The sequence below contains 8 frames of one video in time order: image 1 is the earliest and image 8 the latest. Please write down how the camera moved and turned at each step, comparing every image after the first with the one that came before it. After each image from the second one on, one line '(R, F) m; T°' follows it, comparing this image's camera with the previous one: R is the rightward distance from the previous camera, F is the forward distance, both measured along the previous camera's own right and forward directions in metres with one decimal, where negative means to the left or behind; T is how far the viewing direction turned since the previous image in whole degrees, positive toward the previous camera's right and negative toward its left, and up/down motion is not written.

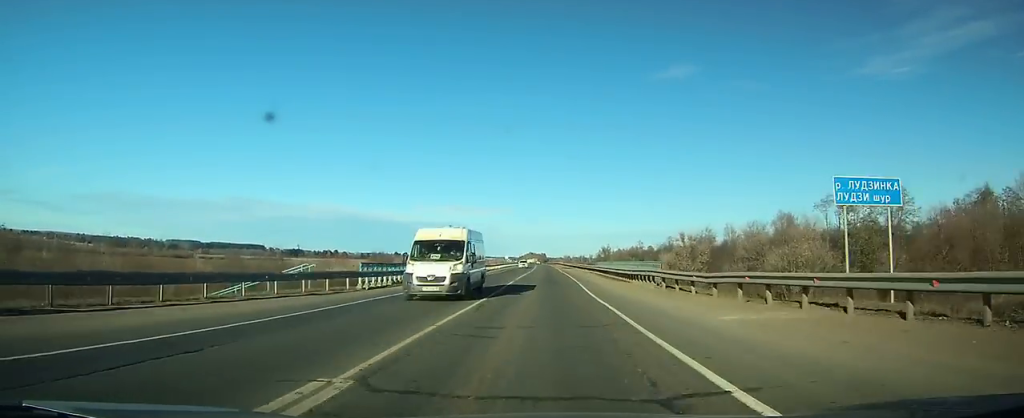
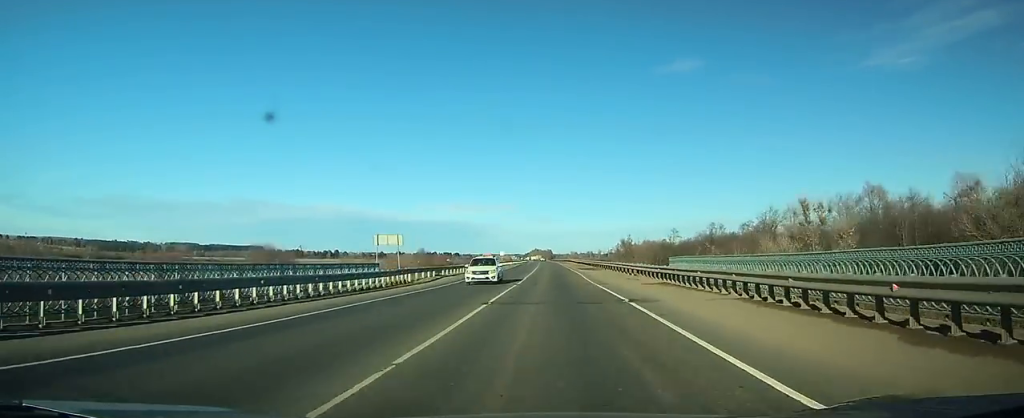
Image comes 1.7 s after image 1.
(0.0, +40.3) m; 0°
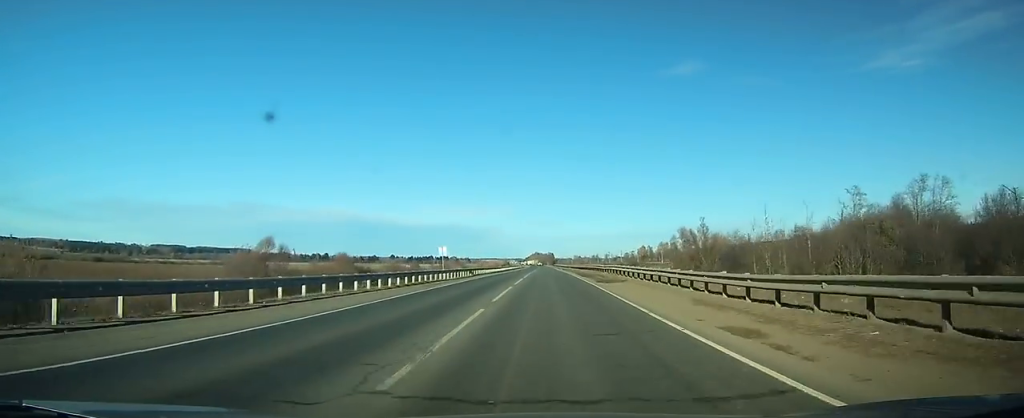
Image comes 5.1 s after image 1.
(-0.3, +79.3) m; -1°
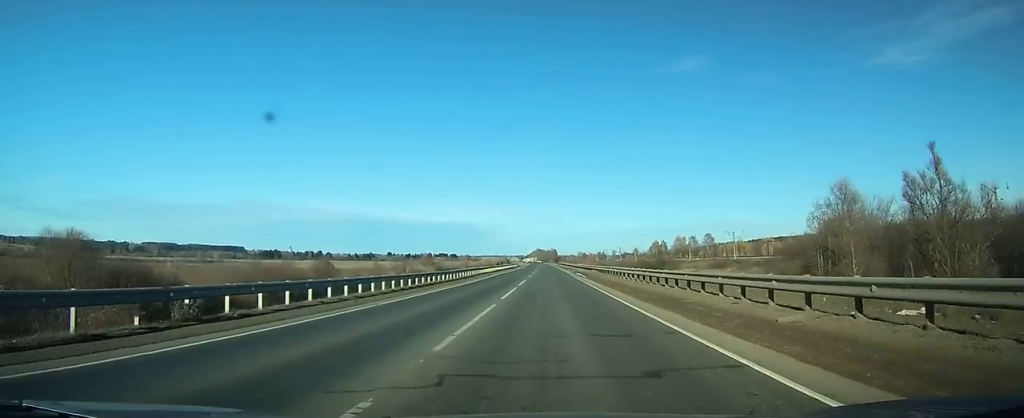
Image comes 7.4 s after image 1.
(-0.3, +56.9) m; 0°
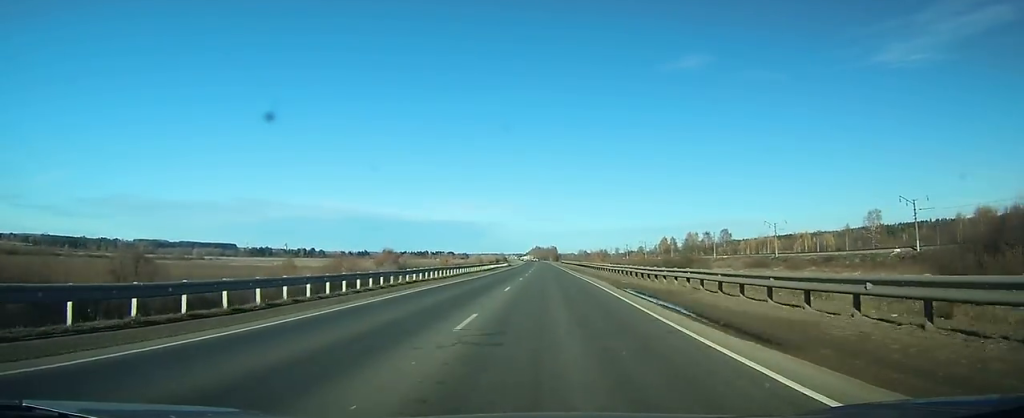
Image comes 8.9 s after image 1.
(-0.1, +41.5) m; 0°
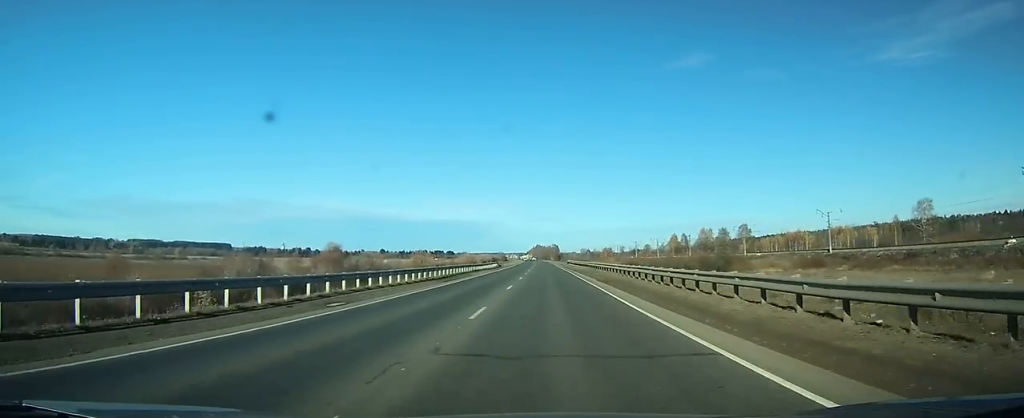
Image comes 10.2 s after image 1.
(+0.1, +34.6) m; 0°
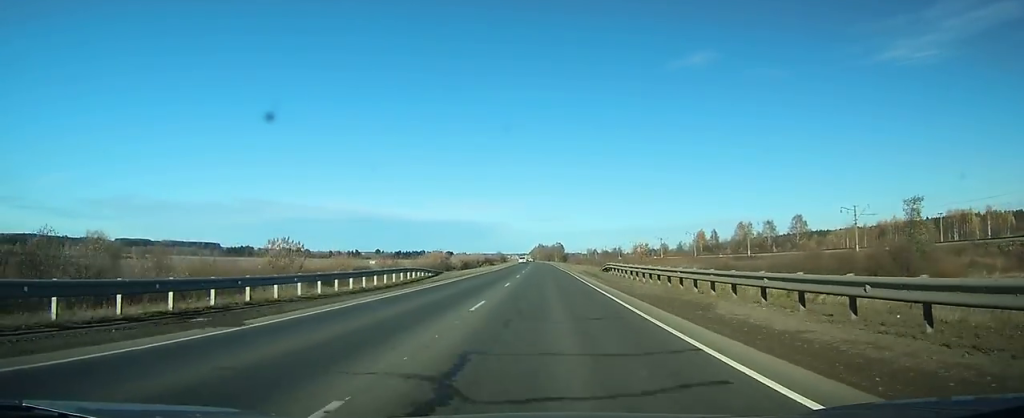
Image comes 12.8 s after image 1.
(-0.1, +68.3) m; 0°
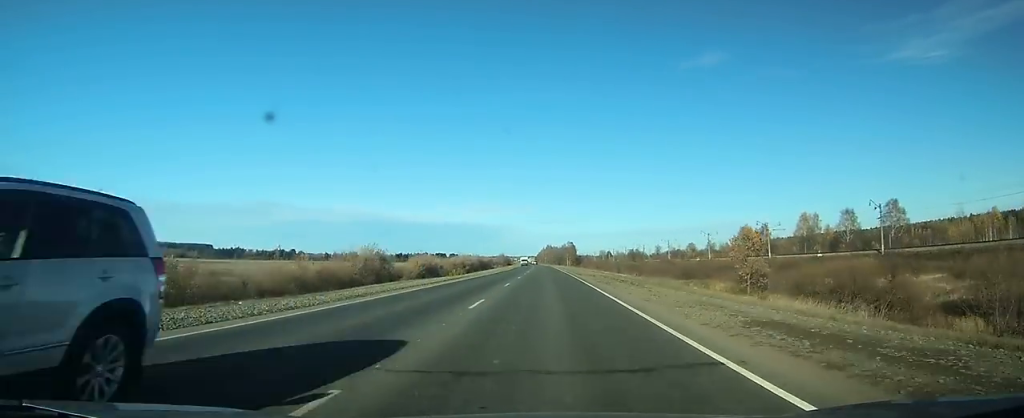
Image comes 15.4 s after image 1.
(-0.3, +62.8) m; -1°
